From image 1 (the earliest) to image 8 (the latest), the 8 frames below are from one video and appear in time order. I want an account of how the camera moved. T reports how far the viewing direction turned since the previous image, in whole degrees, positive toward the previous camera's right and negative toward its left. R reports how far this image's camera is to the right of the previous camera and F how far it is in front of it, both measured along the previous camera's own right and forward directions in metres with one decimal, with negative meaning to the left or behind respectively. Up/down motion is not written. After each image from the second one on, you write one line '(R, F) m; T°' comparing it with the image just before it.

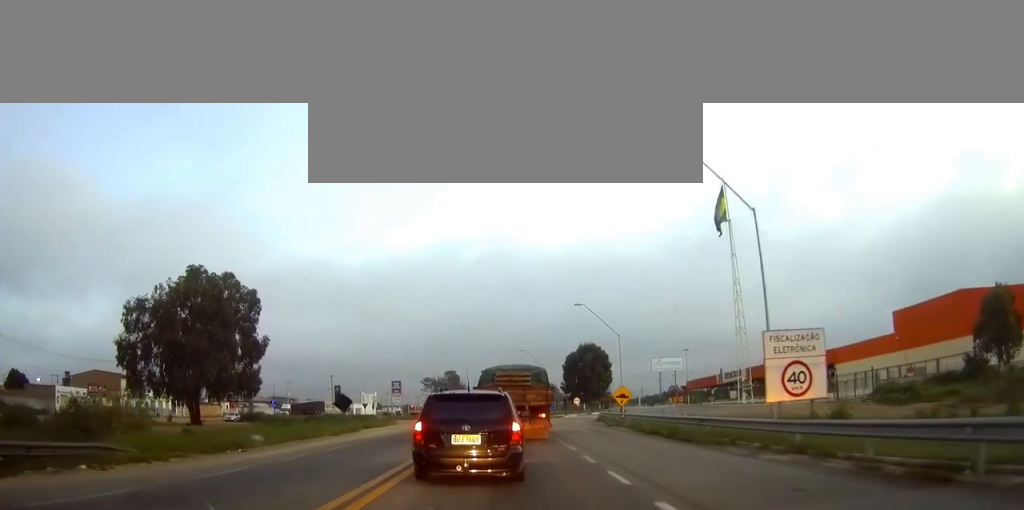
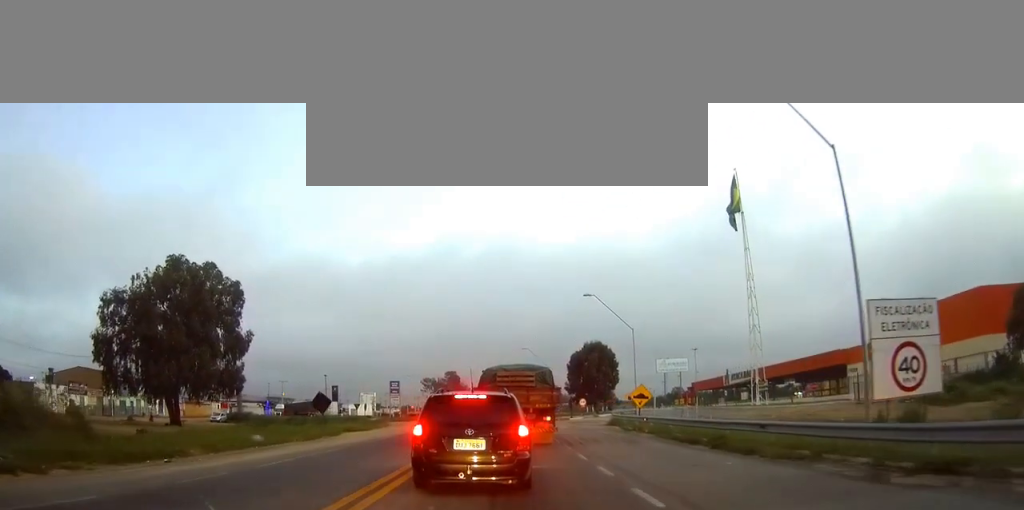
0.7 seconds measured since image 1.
(0.0, +5.6) m; -1°
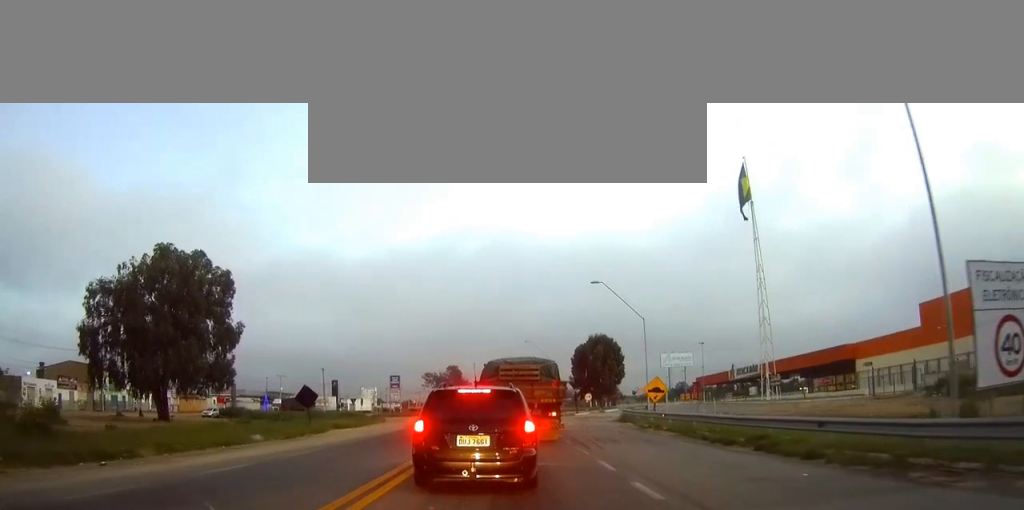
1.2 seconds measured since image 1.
(0.0, +3.4) m; 0°
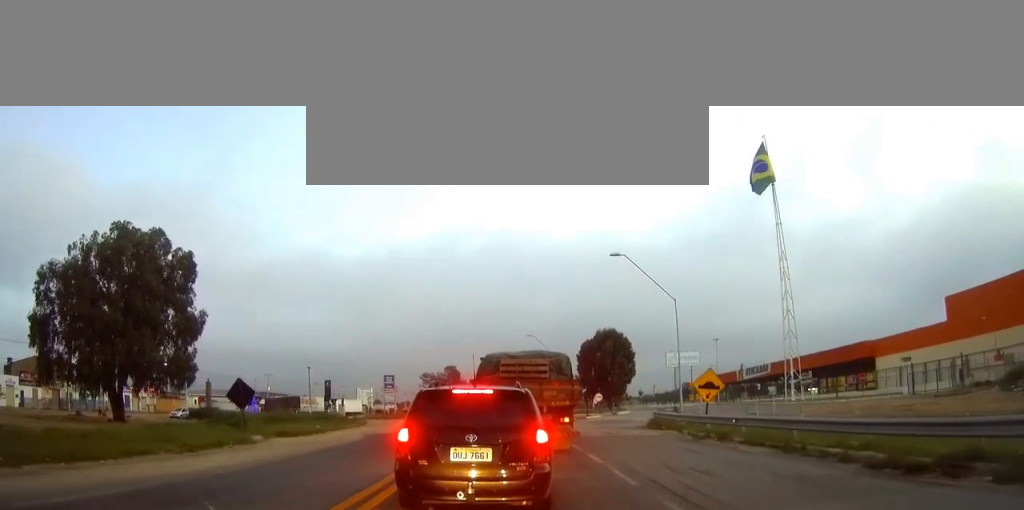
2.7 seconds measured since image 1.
(0.0, +8.4) m; +1°
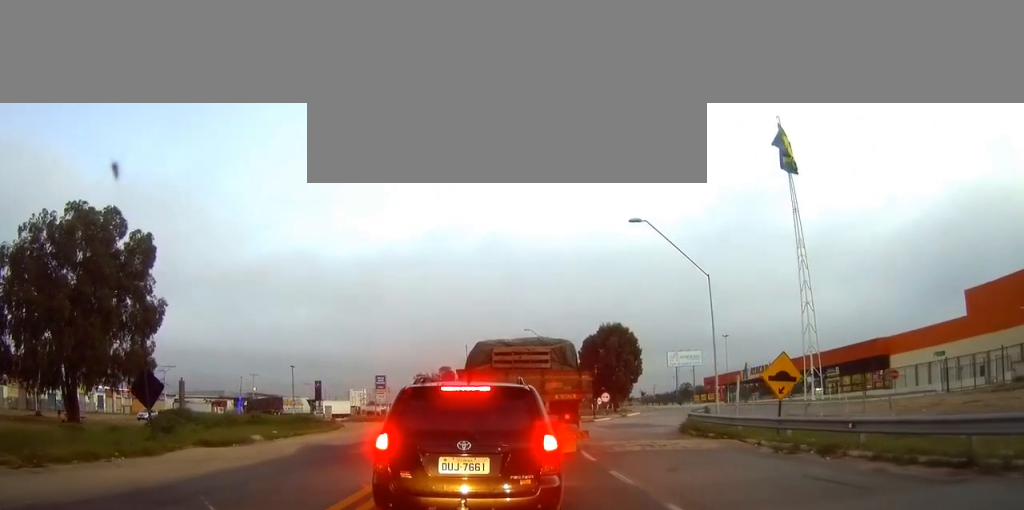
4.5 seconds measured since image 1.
(+0.1, +6.9) m; +1°
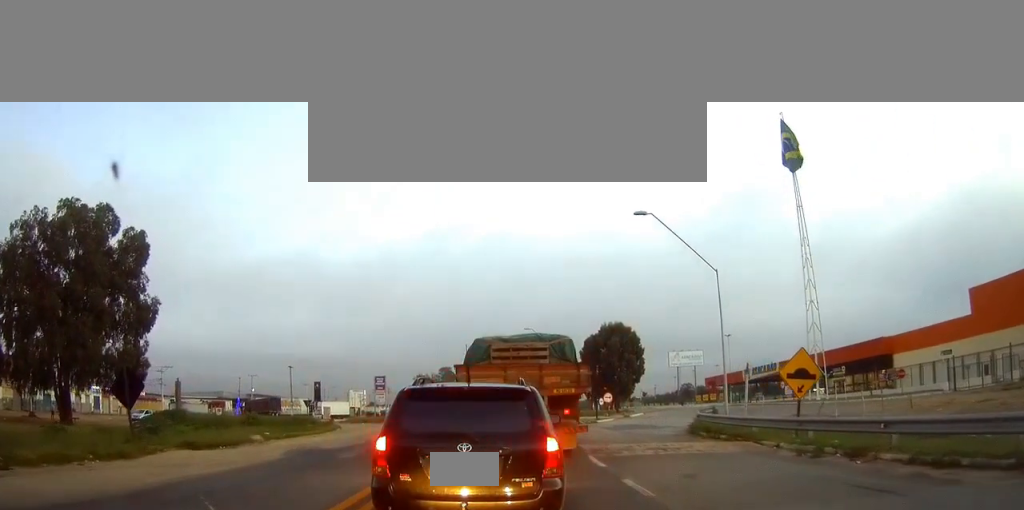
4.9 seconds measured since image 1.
(0.0, +1.1) m; -1°
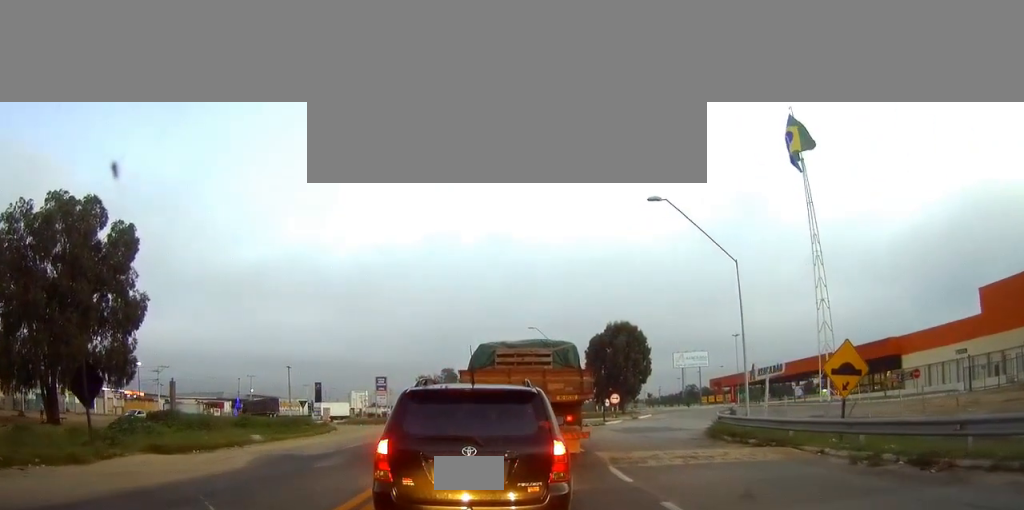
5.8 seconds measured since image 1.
(-0.1, +2.1) m; -2°
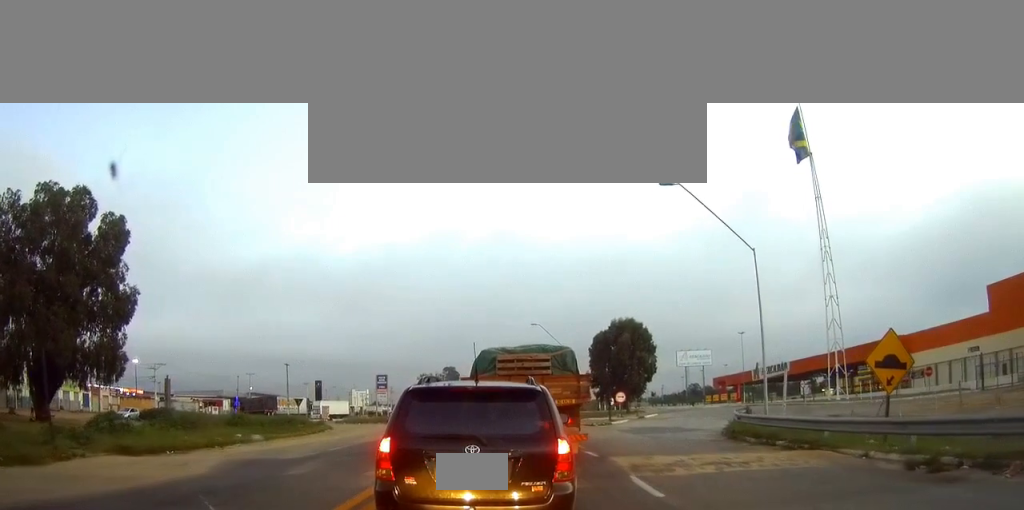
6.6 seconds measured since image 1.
(0.0, +1.7) m; 0°
